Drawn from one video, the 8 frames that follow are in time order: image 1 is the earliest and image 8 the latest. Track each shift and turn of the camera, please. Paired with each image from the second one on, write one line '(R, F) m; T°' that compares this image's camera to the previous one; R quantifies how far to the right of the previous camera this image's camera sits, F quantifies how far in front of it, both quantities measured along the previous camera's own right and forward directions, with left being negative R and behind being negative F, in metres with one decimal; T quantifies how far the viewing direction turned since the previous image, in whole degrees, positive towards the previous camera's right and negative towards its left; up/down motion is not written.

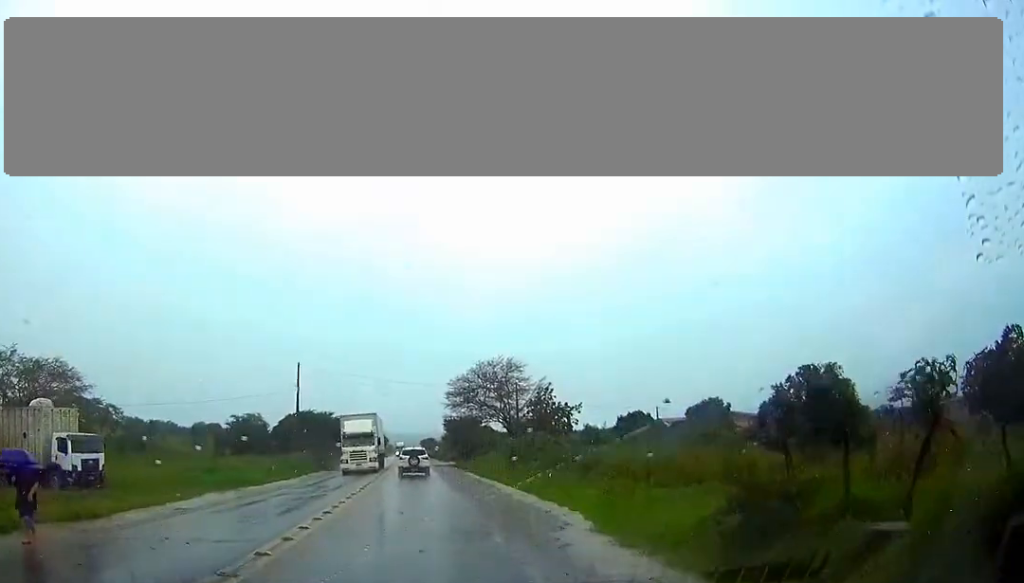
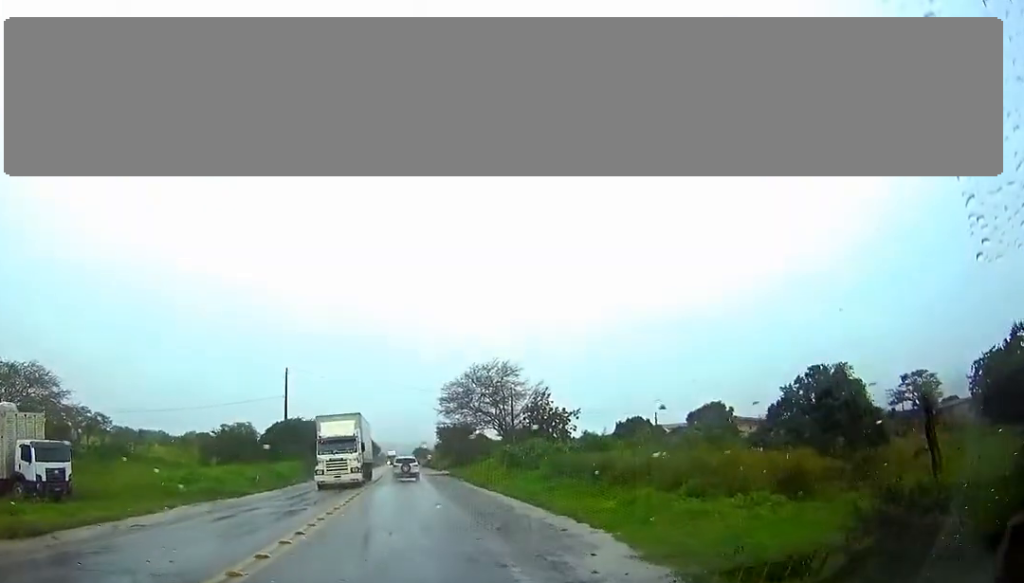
(0.0, +3.4) m; 0°
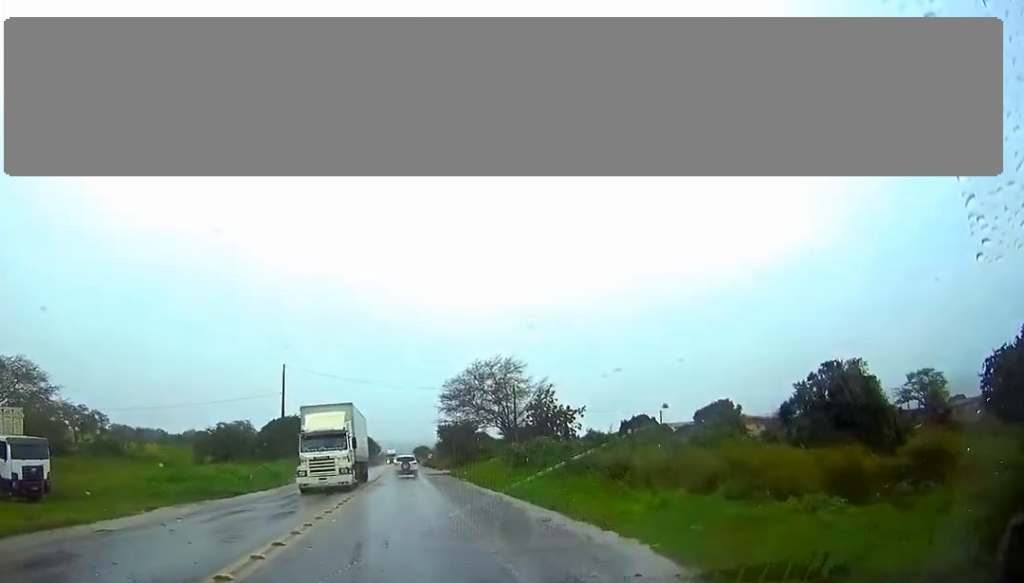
(0.0, +2.4) m; 0°
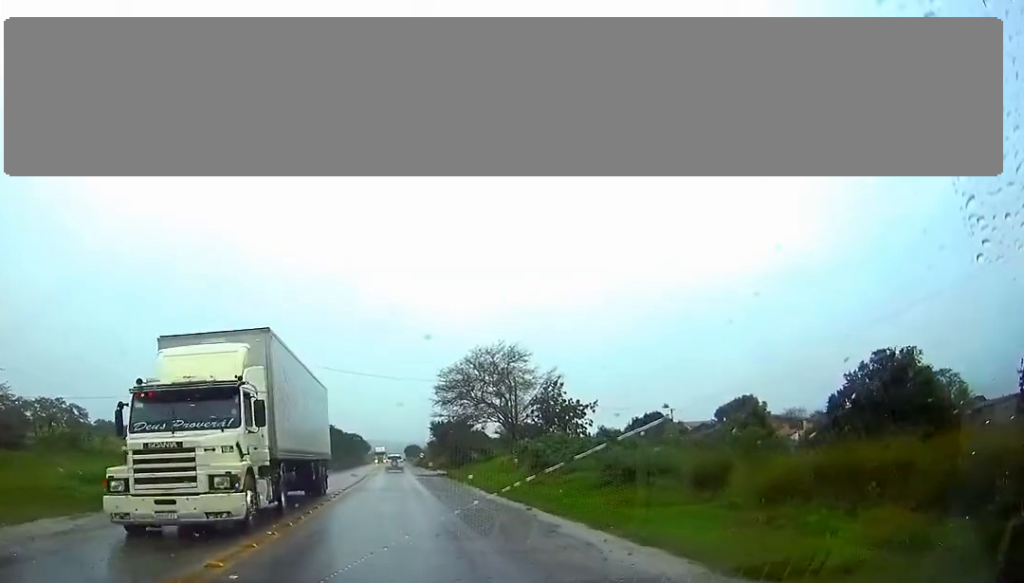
(-0.1, +9.0) m; -1°
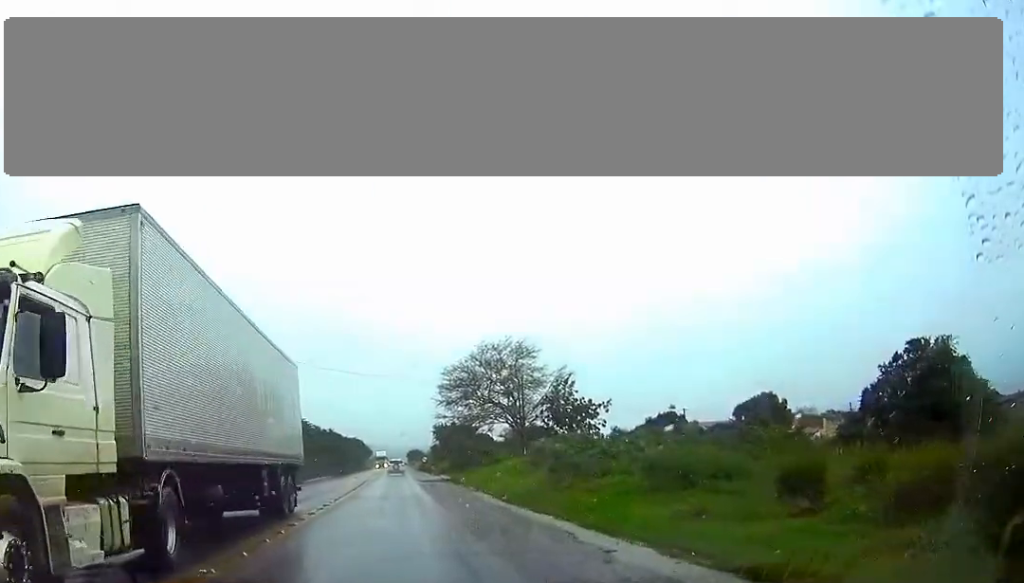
(-0.1, +4.4) m; 0°
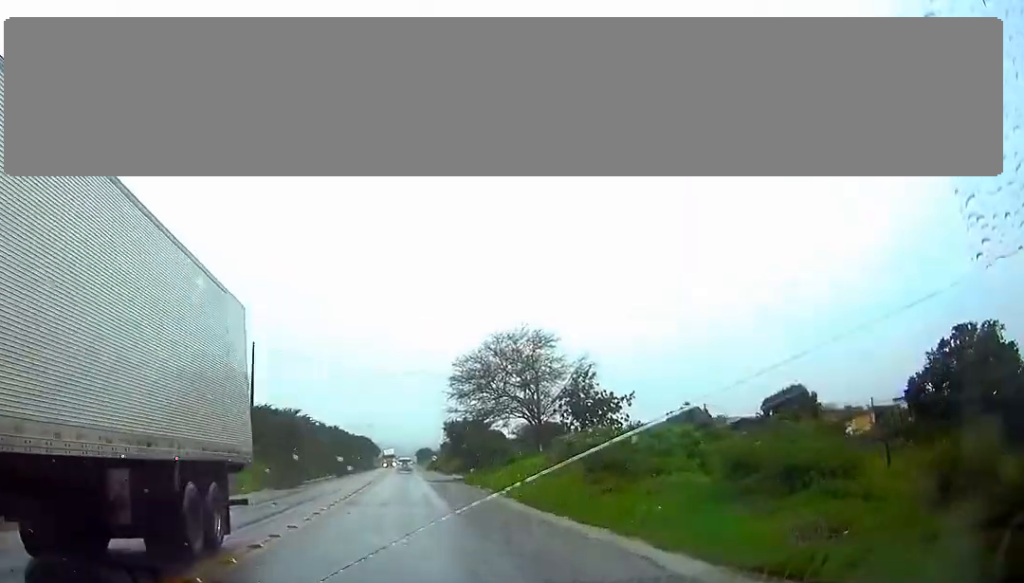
(+0.1, +4.7) m; +1°
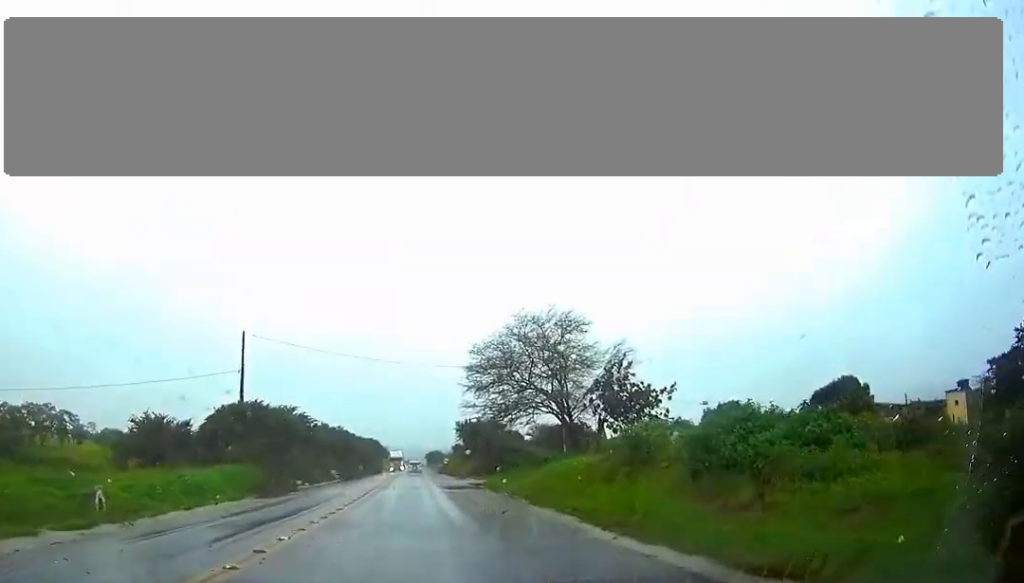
(+0.1, +7.9) m; 0°
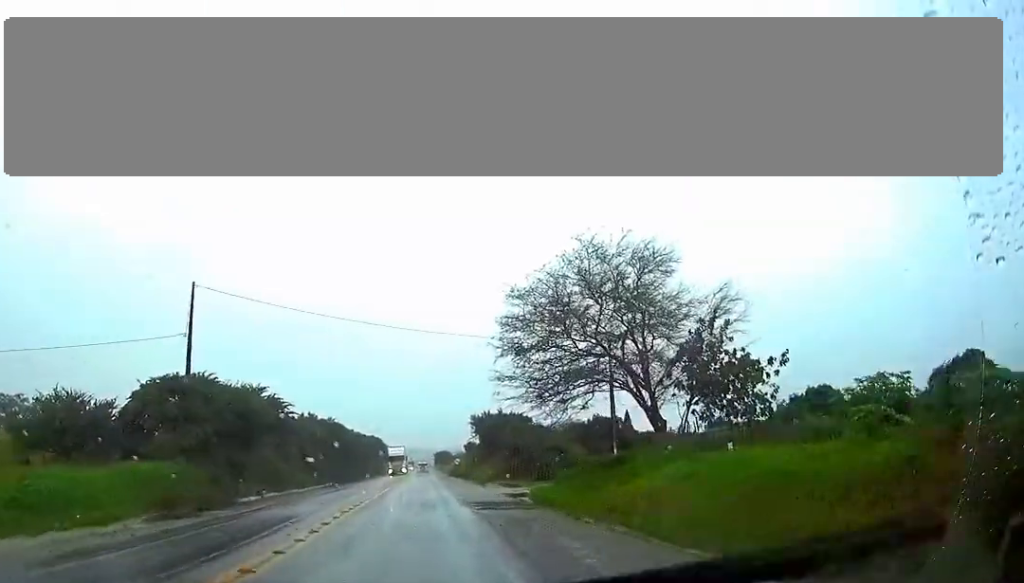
(-0.1, +17.1) m; -1°
